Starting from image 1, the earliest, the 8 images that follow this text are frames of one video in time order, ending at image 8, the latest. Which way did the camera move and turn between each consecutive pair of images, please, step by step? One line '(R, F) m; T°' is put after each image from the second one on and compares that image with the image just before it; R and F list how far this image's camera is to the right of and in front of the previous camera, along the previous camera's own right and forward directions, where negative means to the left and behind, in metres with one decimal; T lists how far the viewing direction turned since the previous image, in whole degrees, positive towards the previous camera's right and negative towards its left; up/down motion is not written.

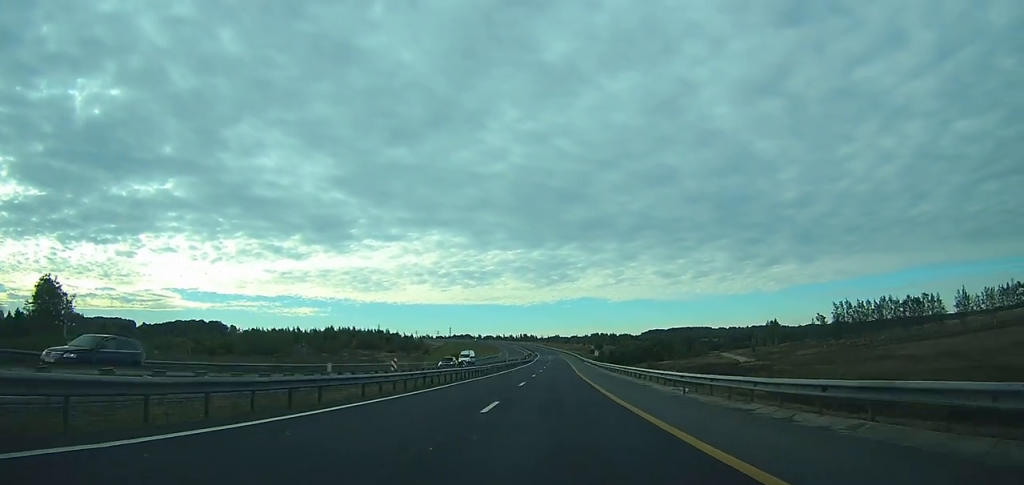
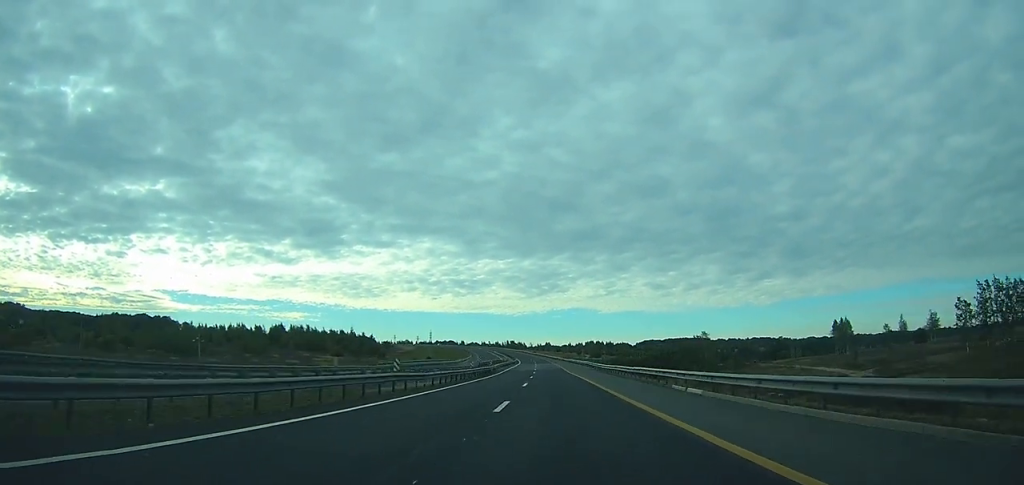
(+1.2, +76.3) m; +1°
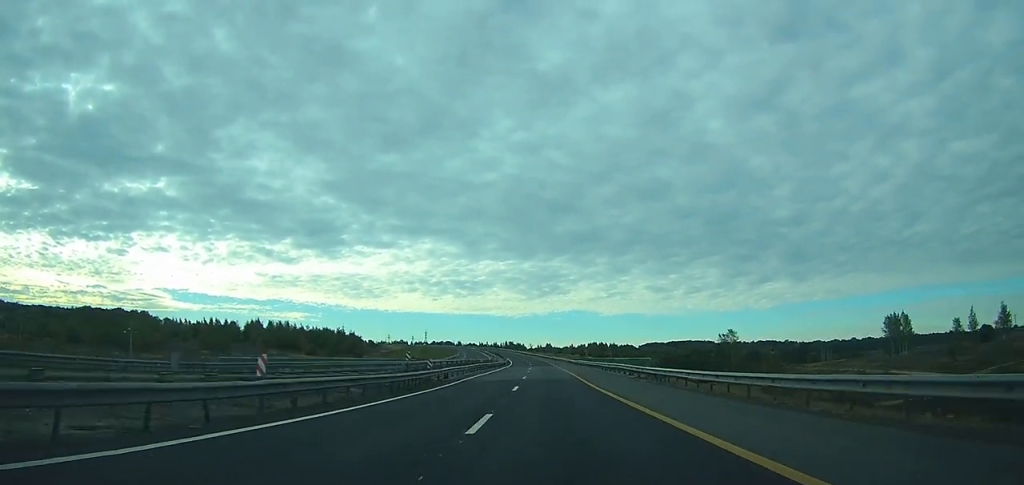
(+0.1, +37.1) m; 0°
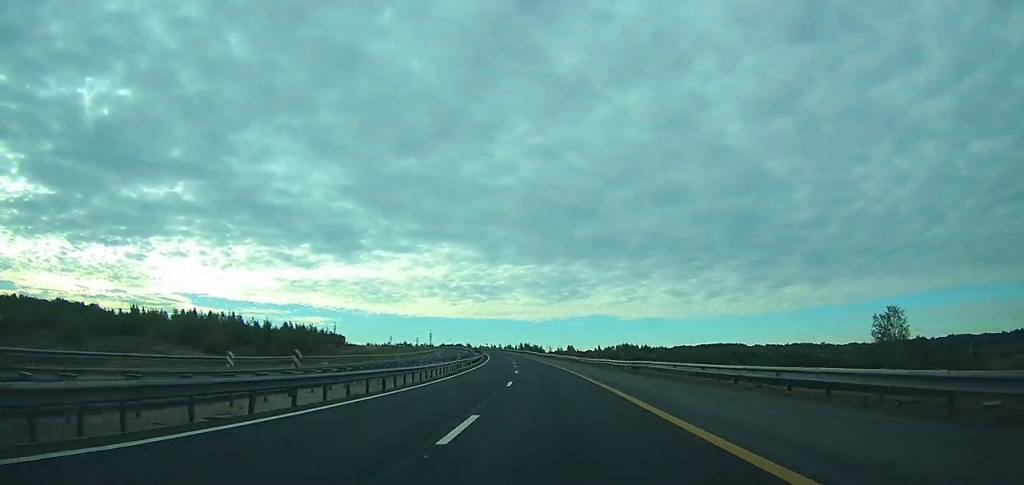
(-0.5, +99.7) m; -2°
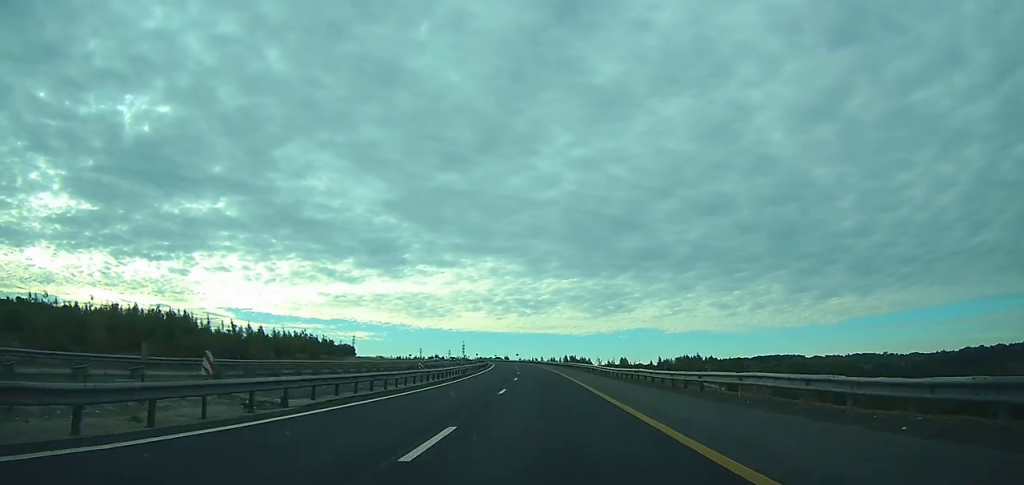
(-2.3, +82.0) m; -4°
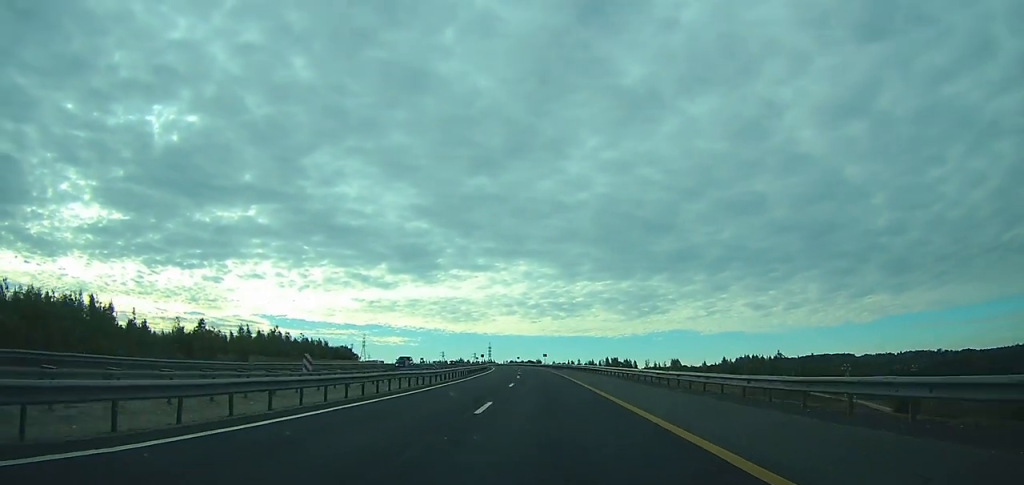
(-2.4, +70.7) m; -3°
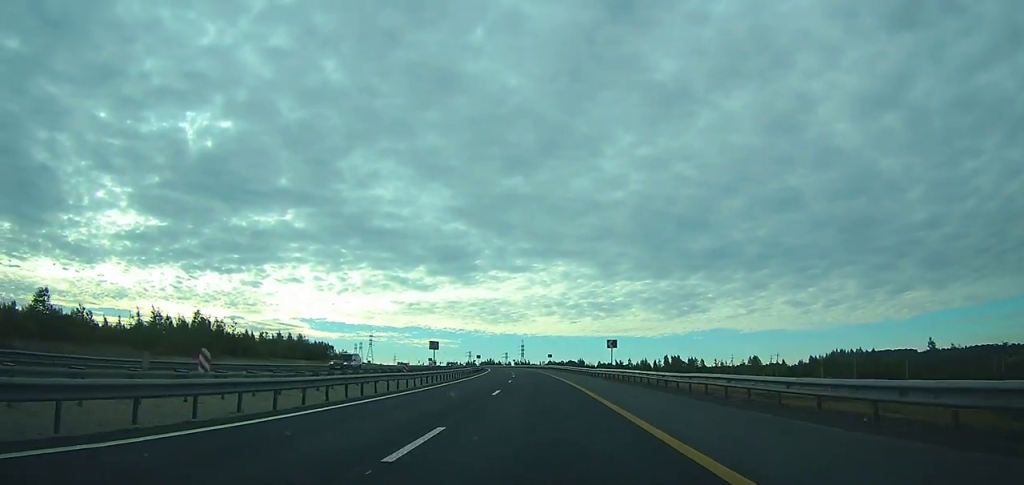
(-2.9, +85.8) m; -4°
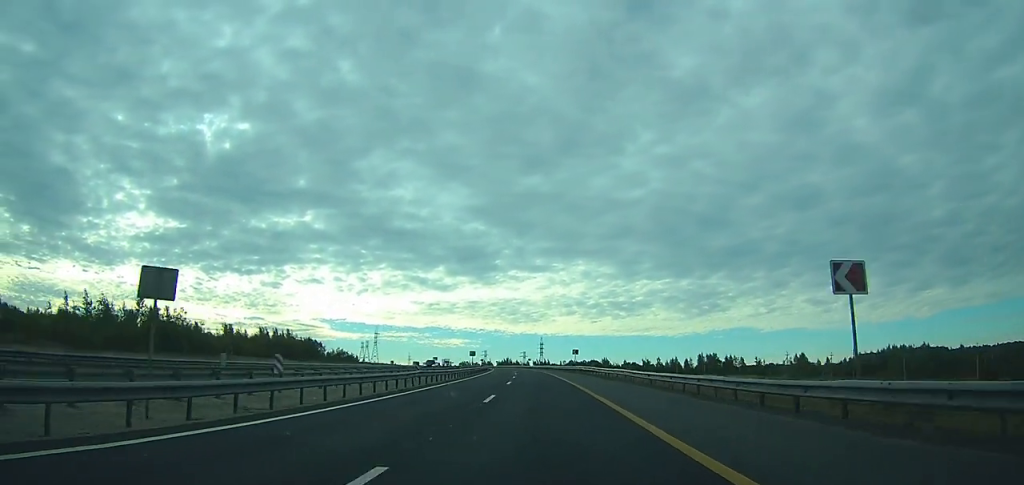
(+0.1, +38.2) m; -2°
